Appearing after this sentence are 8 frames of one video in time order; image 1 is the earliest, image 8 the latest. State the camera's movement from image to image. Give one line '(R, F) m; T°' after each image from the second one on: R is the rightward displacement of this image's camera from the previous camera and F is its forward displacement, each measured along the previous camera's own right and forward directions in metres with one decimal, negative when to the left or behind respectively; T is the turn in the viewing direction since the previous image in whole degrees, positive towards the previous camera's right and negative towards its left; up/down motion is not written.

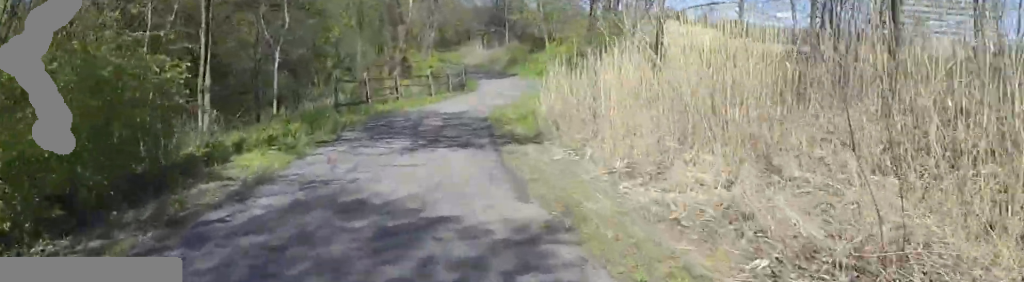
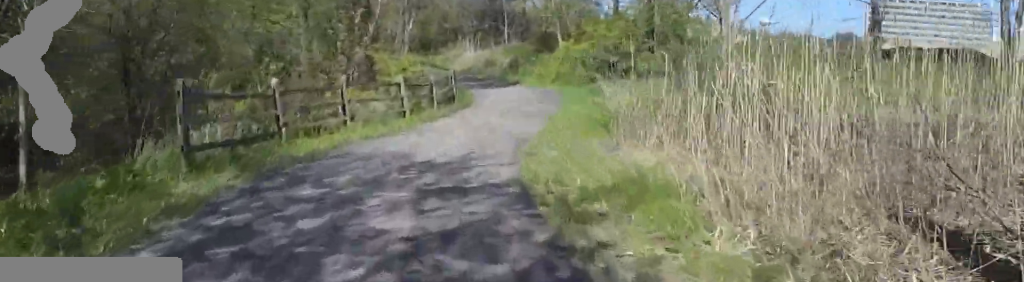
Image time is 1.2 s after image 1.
(+0.4, +9.7) m; +4°
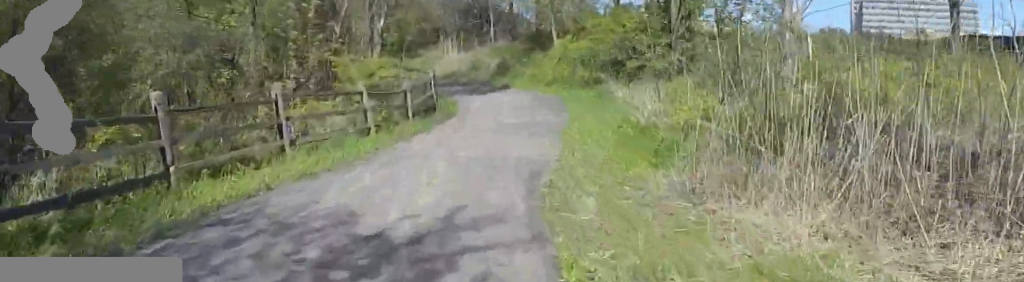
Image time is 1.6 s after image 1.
(0.0, +3.8) m; -1°
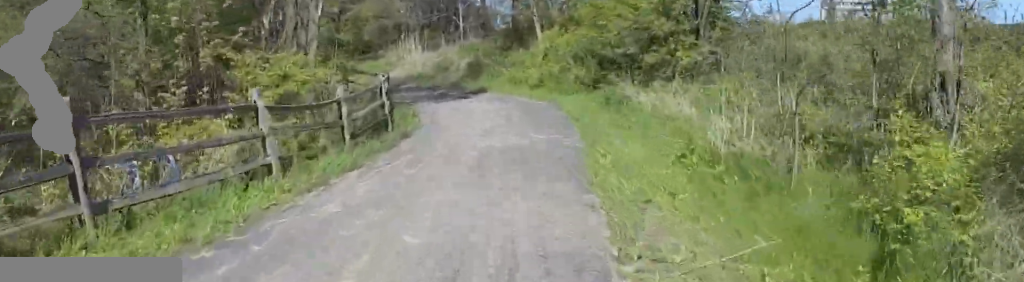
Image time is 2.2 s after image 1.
(+0.1, +4.9) m; -3°
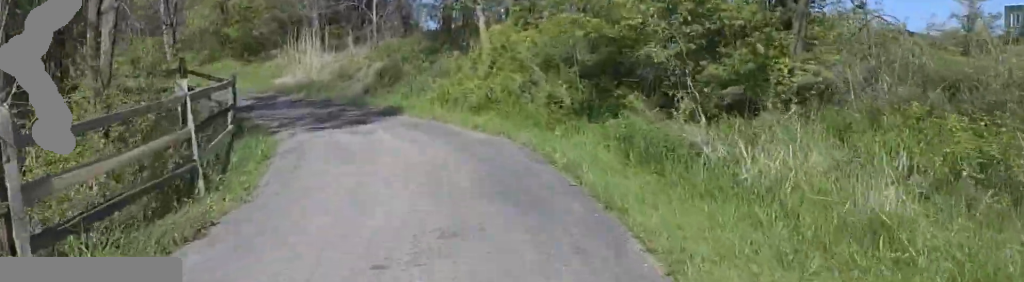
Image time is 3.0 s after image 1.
(-0.5, +6.6) m; -5°
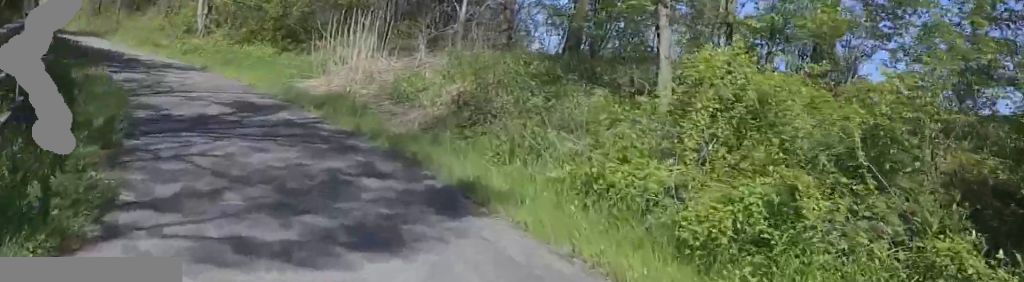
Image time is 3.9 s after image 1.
(-0.2, +6.9) m; -2°
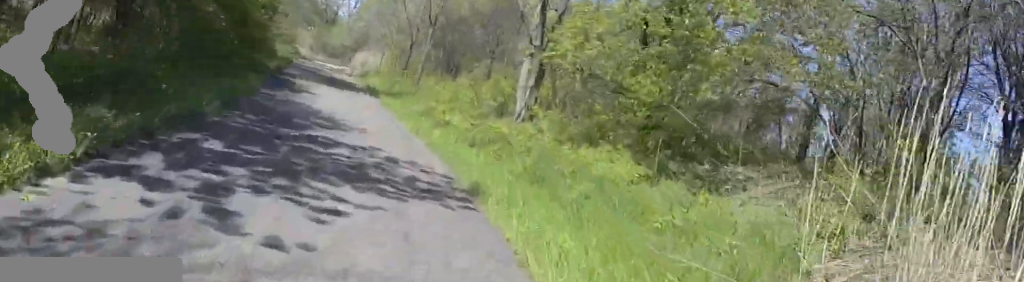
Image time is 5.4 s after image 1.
(-0.3, +11.0) m; -17°
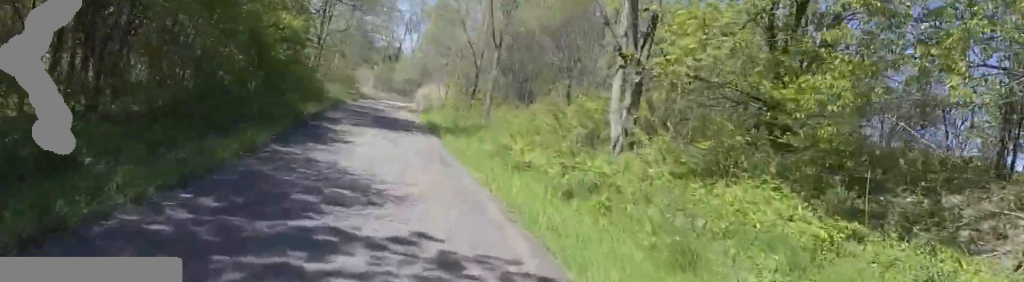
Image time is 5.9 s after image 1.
(-1.0, +3.1) m; -4°
